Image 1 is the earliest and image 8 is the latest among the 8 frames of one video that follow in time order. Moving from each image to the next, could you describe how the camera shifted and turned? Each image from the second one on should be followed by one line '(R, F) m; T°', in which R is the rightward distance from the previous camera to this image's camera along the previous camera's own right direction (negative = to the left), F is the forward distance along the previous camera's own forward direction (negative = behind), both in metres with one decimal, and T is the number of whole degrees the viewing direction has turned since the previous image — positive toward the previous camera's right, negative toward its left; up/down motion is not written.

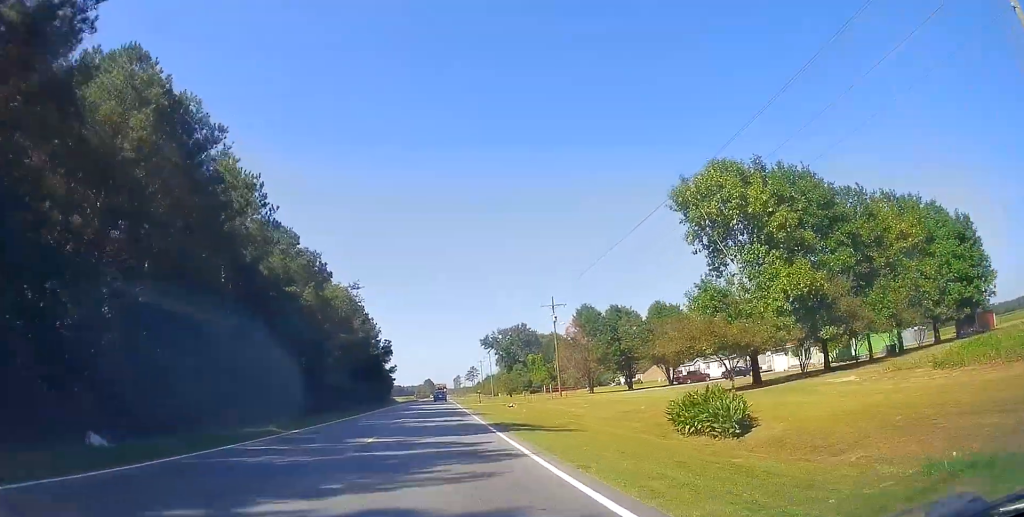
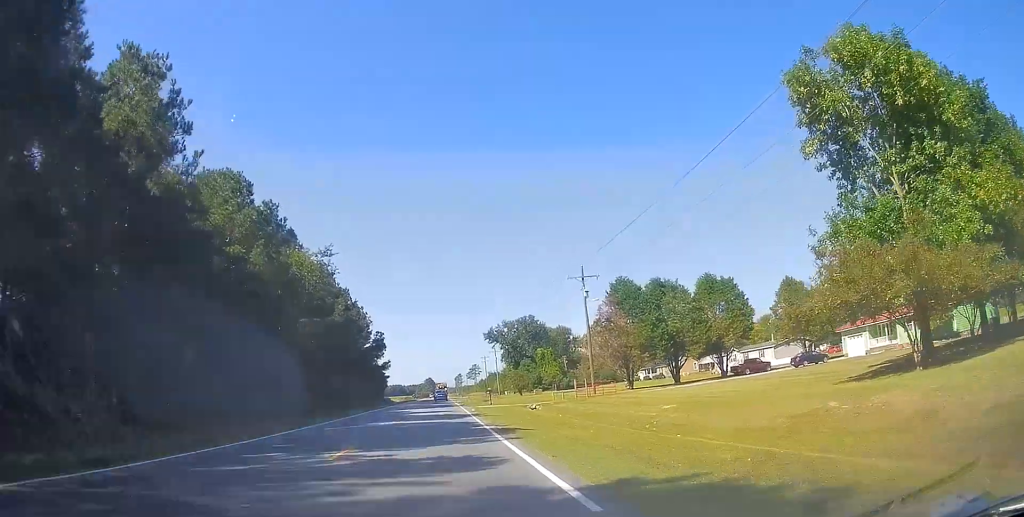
(+0.2, +15.3) m; 0°
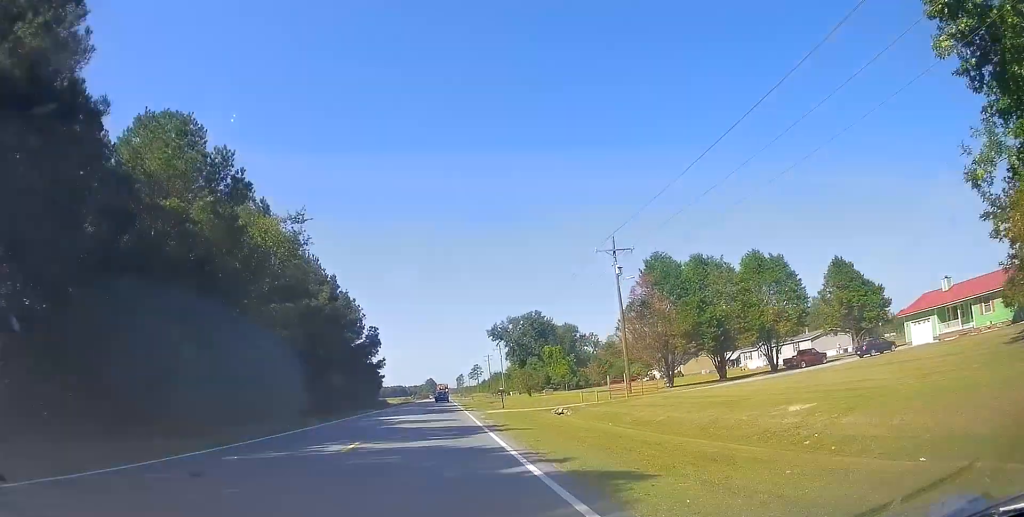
(+0.1, +10.1) m; 0°
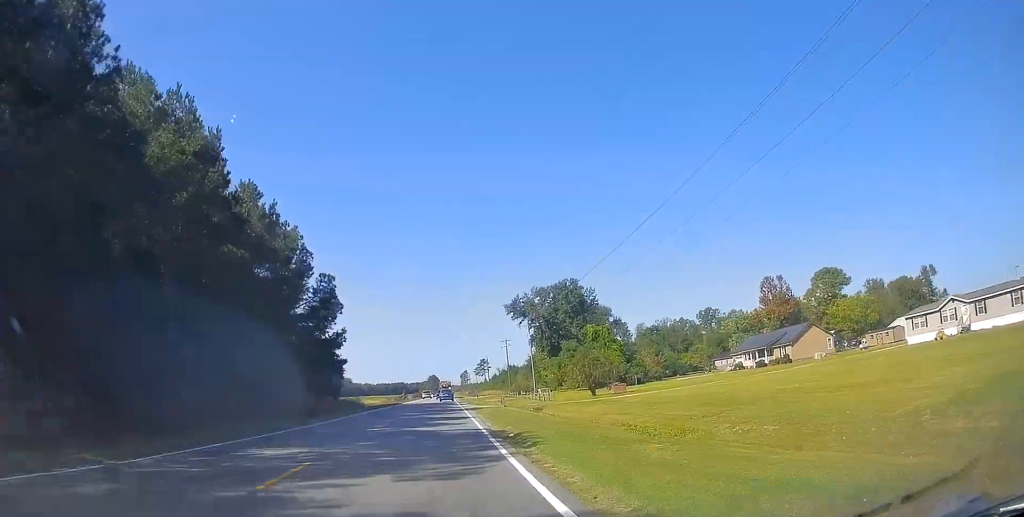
(+0.1, +40.4) m; +3°
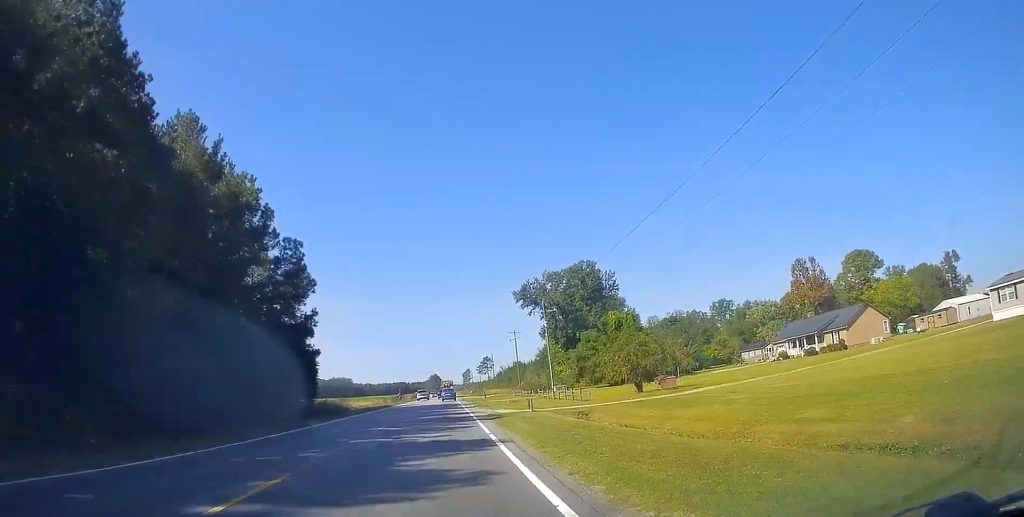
(+0.3, +13.7) m; -1°
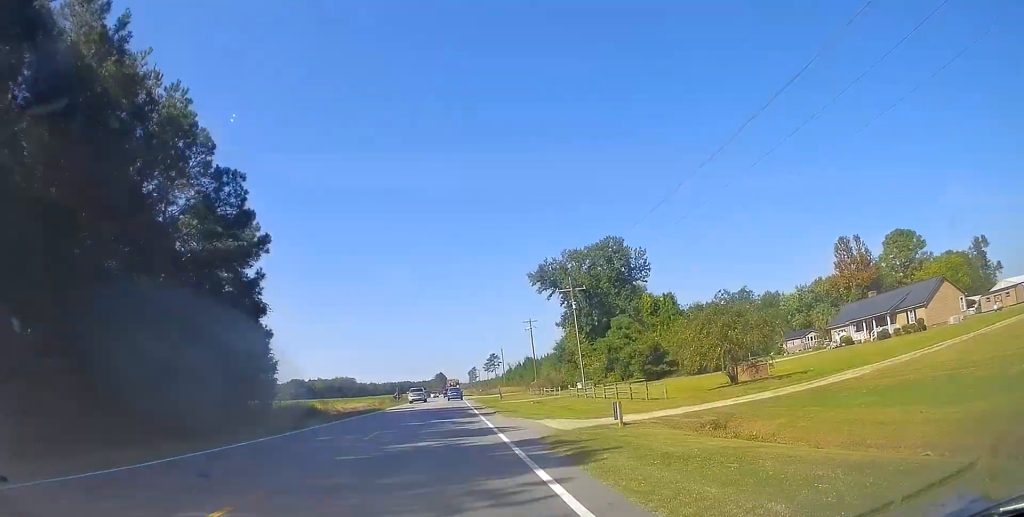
(-0.2, +14.8) m; -1°
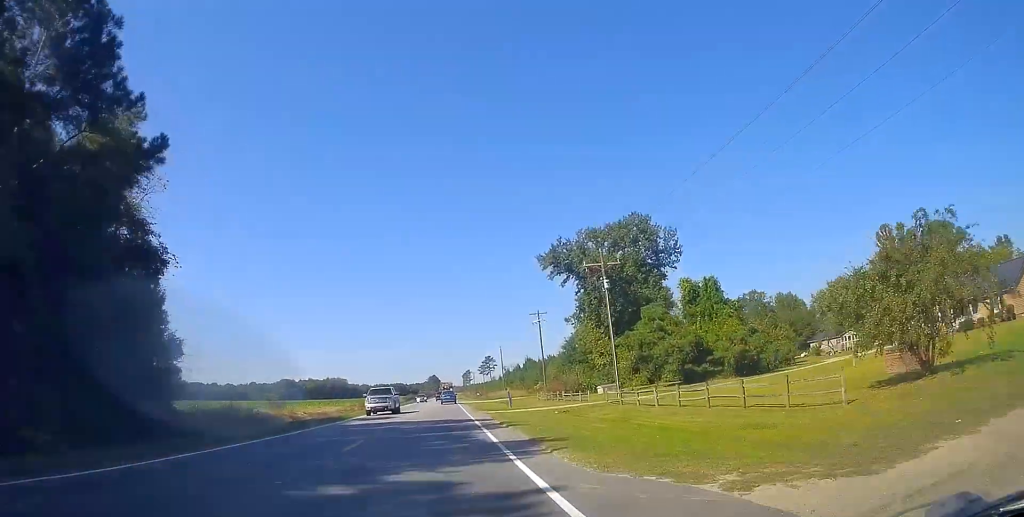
(-0.5, +14.9) m; -1°
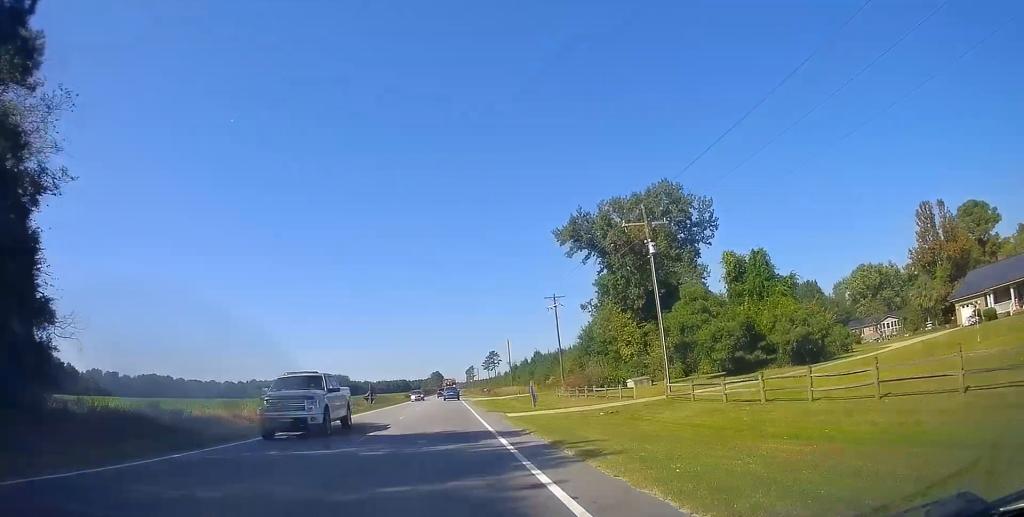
(+0.2, +10.6) m; +1°
